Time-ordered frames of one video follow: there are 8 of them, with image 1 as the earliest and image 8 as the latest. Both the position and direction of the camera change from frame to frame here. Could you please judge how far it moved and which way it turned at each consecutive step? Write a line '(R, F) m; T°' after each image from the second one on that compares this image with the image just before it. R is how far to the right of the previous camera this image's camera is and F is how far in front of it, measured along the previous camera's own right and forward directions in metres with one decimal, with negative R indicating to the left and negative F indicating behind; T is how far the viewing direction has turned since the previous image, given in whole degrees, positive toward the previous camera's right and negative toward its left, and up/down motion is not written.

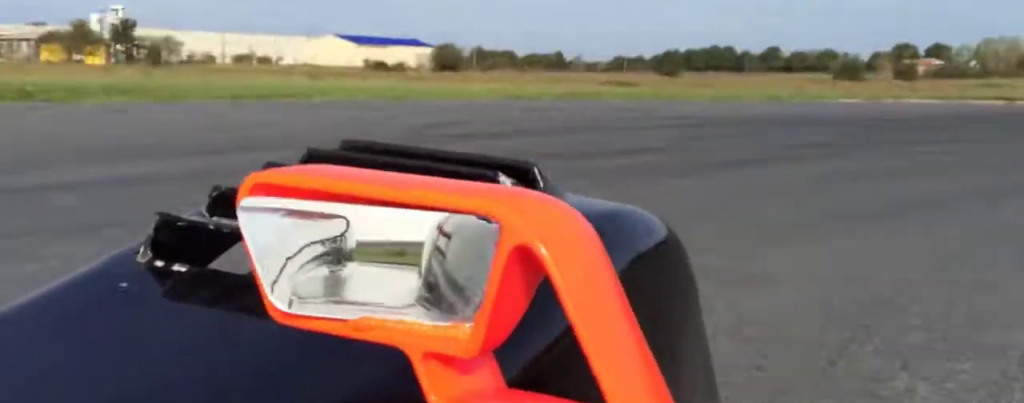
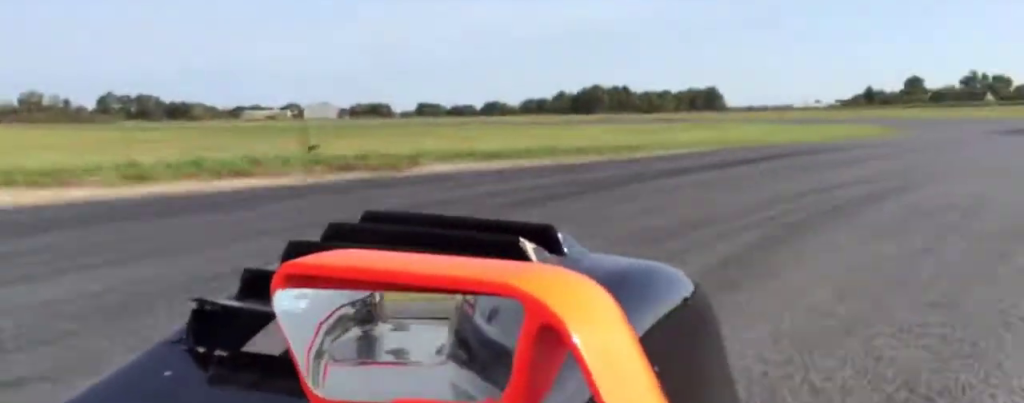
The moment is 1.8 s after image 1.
(+14.2, +17.6) m; +48°
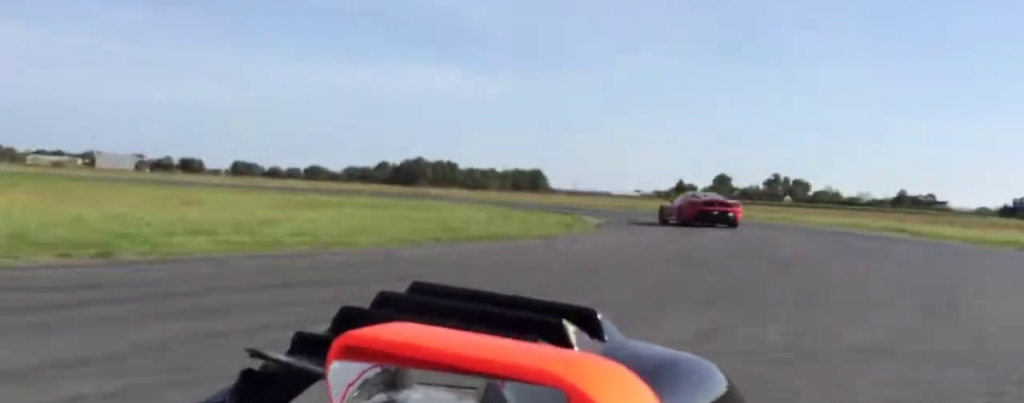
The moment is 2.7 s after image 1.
(+0.1, +19.1) m; -10°
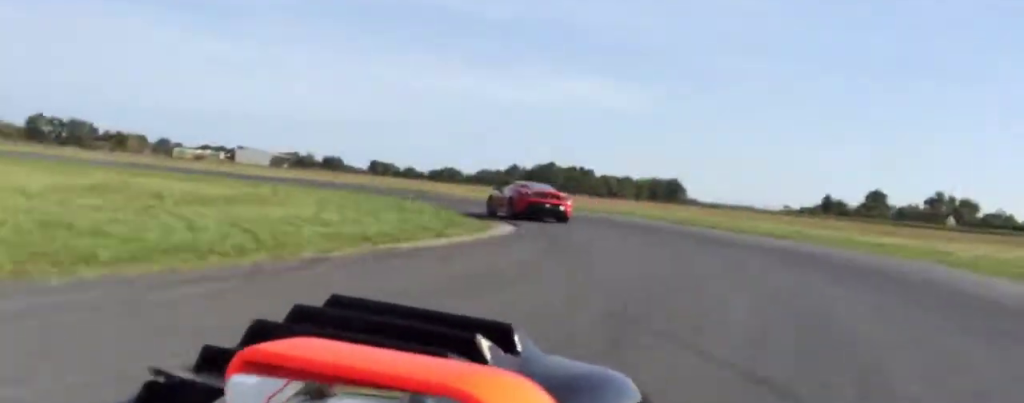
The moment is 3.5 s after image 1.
(-3.1, +19.2) m; -14°
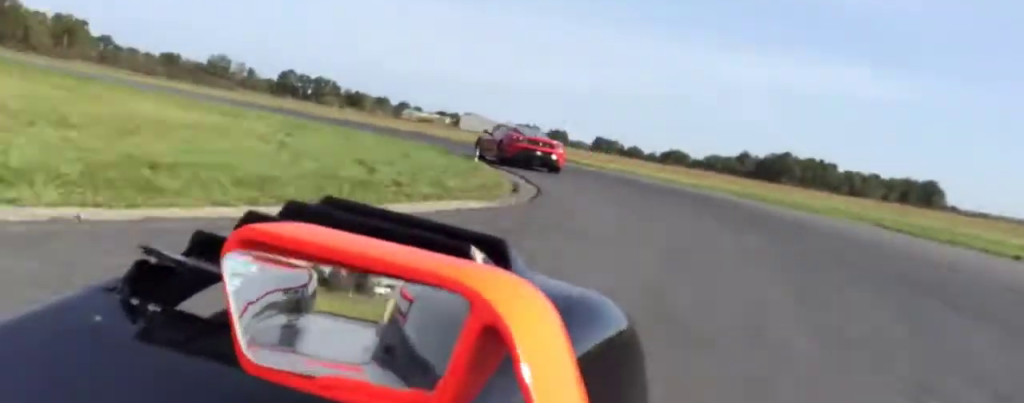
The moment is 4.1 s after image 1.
(-1.3, +12.9) m; -18°
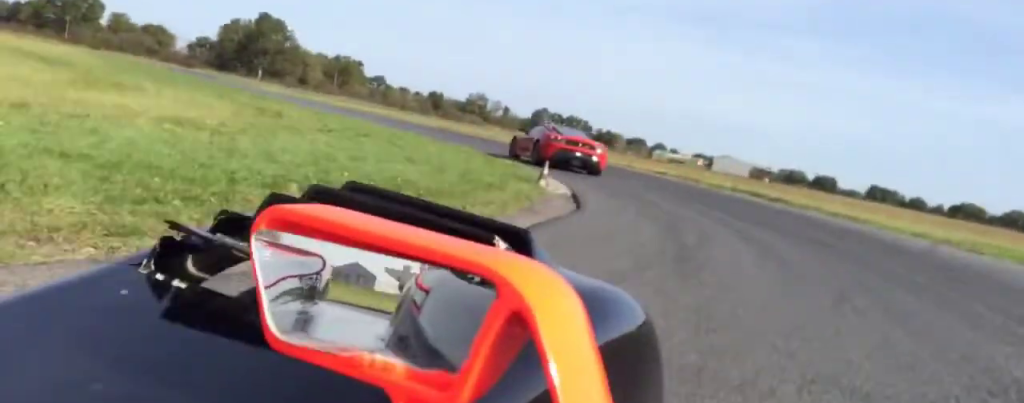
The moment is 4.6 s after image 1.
(+2.1, +11.3) m; -17°
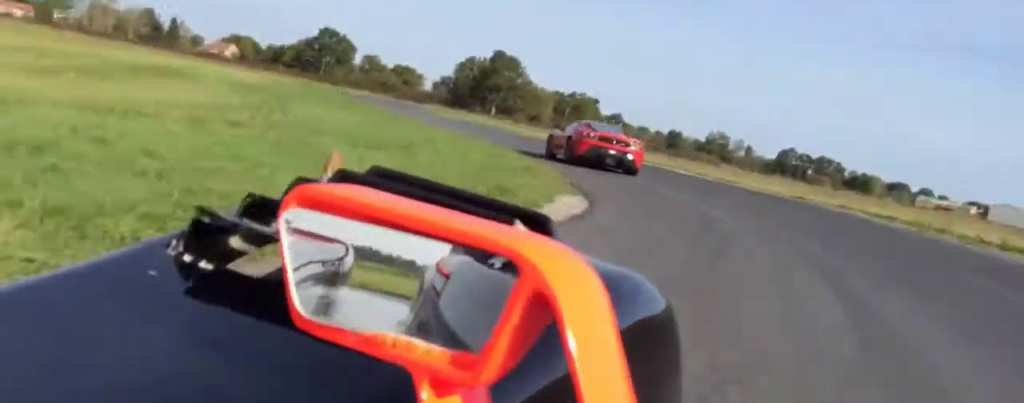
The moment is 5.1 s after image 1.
(-4.7, +9.6) m; -13°
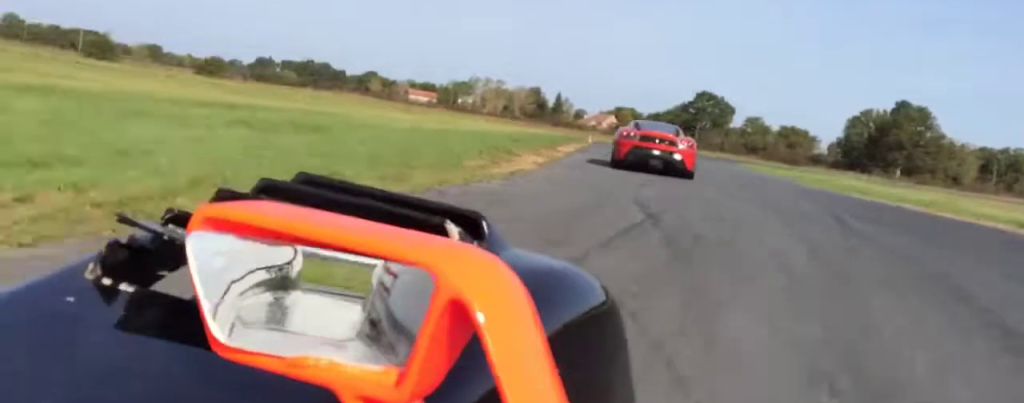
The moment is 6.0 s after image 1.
(-5.9, +21.8) m; -15°
